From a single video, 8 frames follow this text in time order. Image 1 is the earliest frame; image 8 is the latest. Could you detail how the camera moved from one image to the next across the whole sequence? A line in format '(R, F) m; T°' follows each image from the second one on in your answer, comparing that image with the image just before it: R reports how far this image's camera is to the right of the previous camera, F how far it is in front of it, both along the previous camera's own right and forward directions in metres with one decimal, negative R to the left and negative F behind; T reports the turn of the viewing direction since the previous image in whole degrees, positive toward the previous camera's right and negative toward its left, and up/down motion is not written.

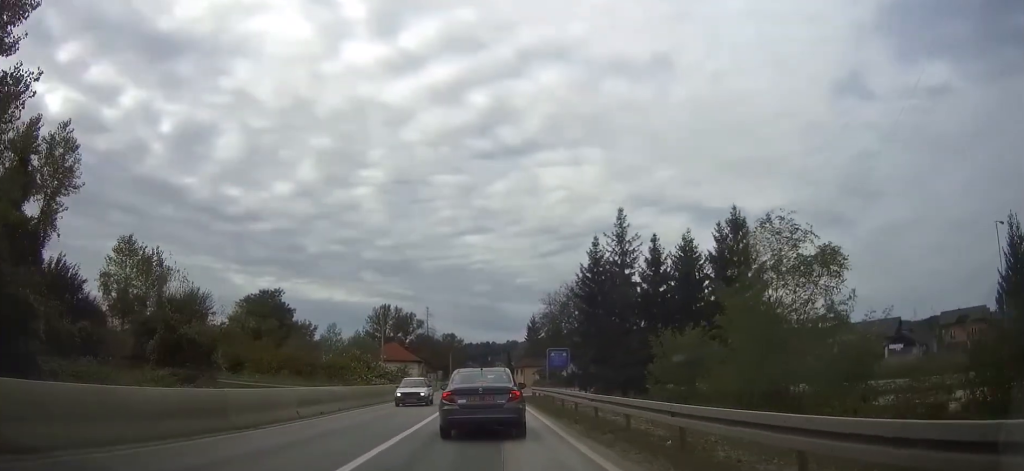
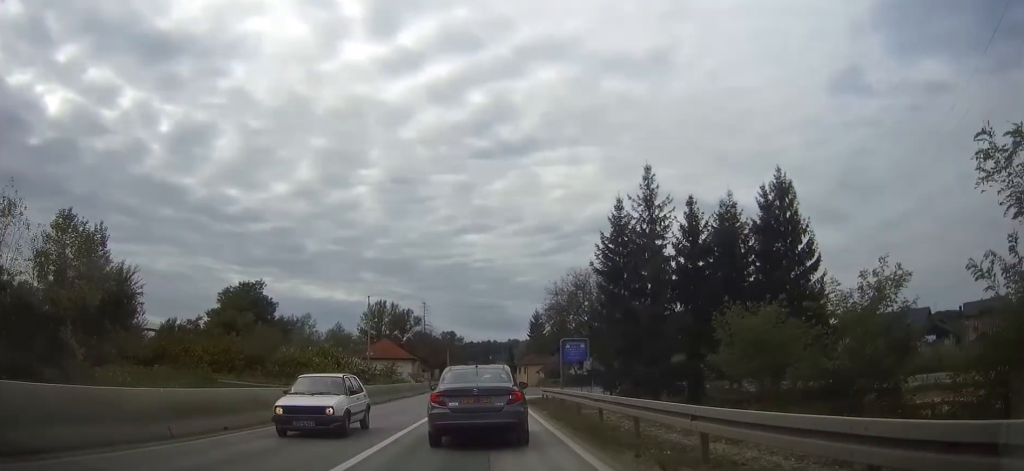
(0.0, +9.7) m; 0°
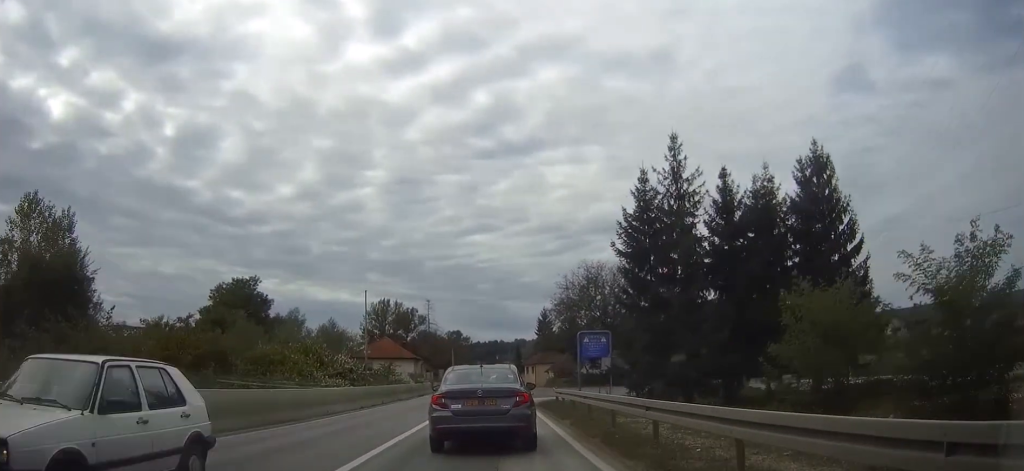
(+0.1, +5.3) m; 0°
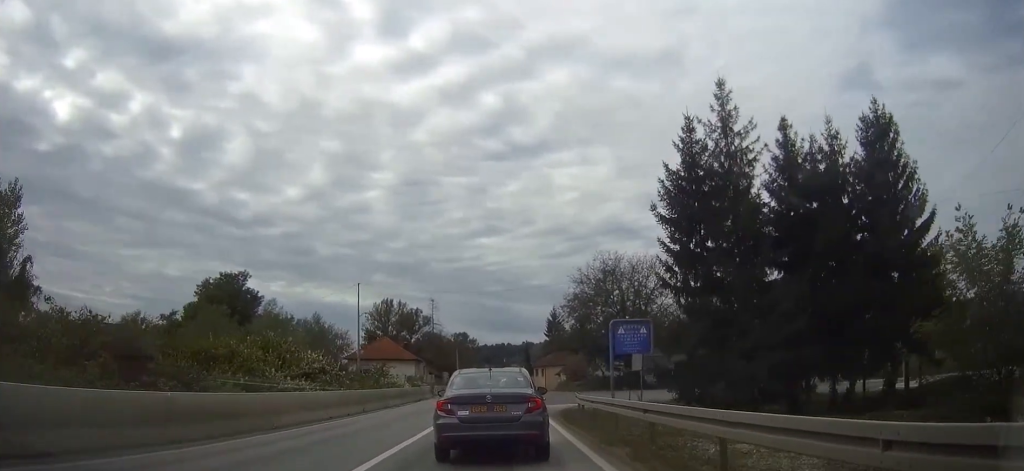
(0.0, +7.6) m; 0°
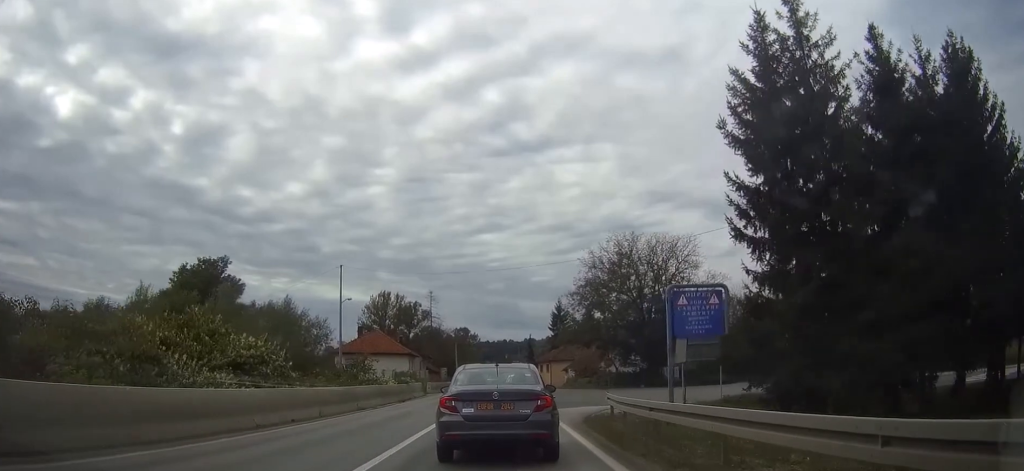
(-0.1, +8.4) m; 0°
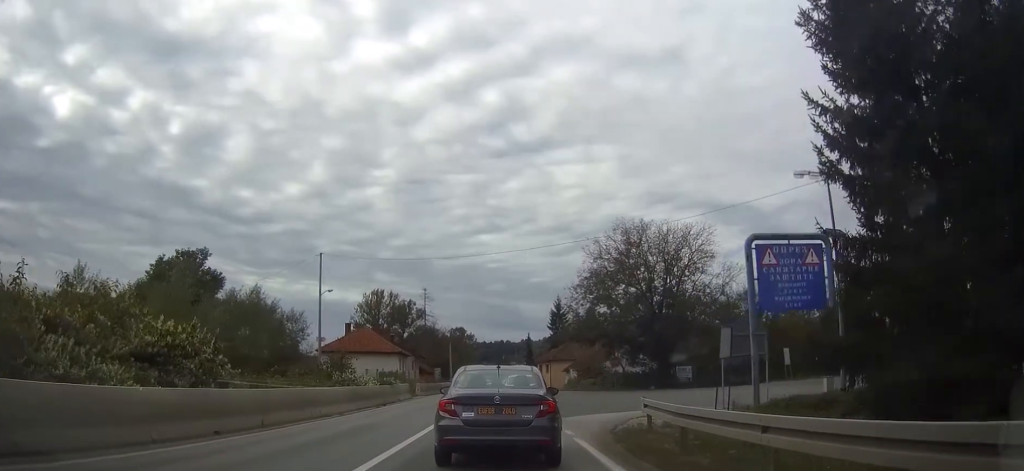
(+0.1, +5.5) m; 0°
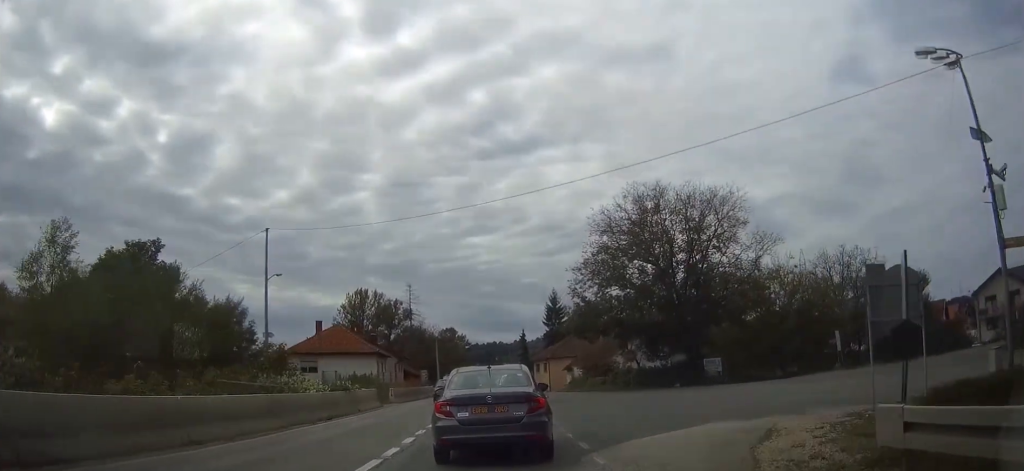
(0.0, +10.2) m; 0°
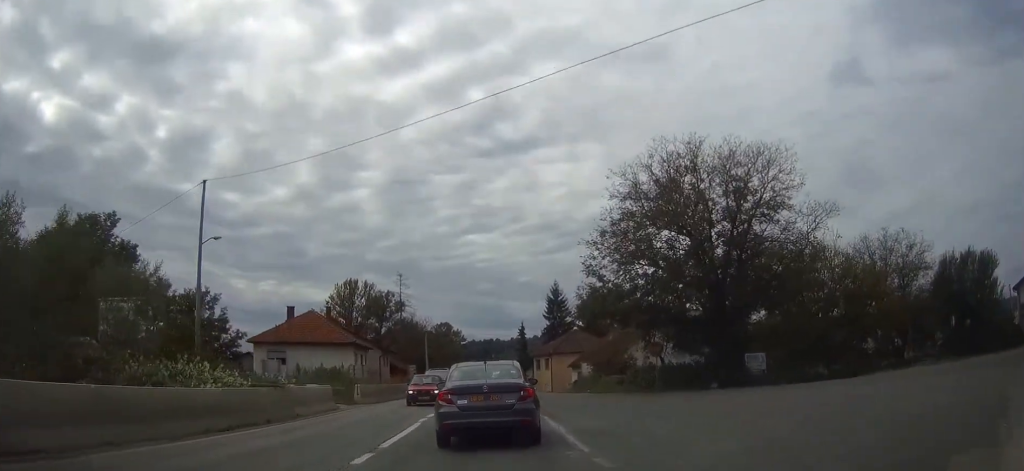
(0.0, +9.2) m; 0°
